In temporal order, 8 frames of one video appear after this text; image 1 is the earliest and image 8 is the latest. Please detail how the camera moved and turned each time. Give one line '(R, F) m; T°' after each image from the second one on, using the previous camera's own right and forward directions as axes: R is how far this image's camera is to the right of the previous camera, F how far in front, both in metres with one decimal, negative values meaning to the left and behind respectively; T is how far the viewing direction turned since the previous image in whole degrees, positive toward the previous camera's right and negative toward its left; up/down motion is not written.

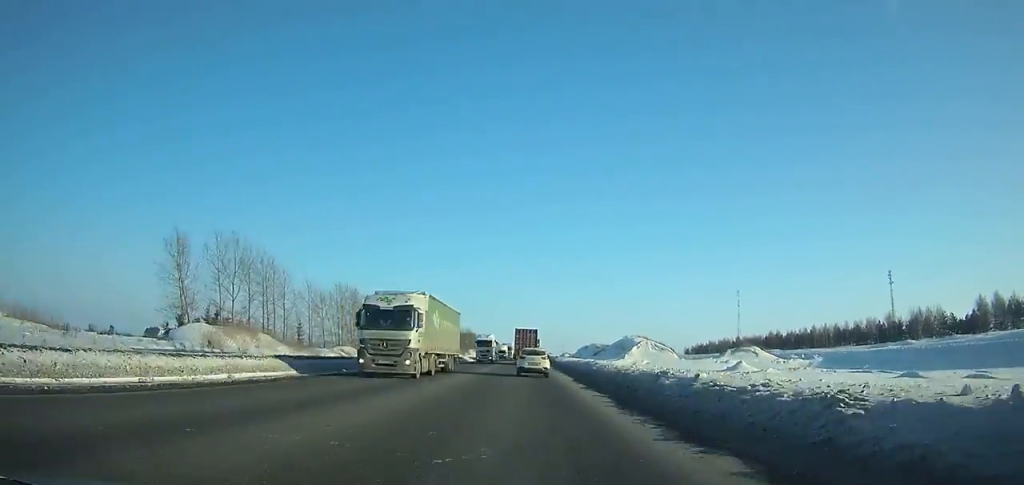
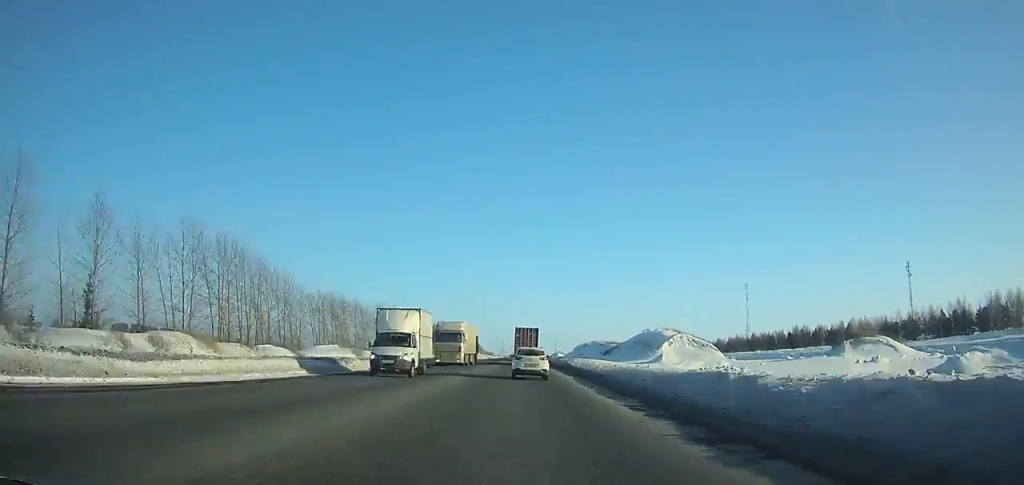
(+0.3, +46.9) m; +1°
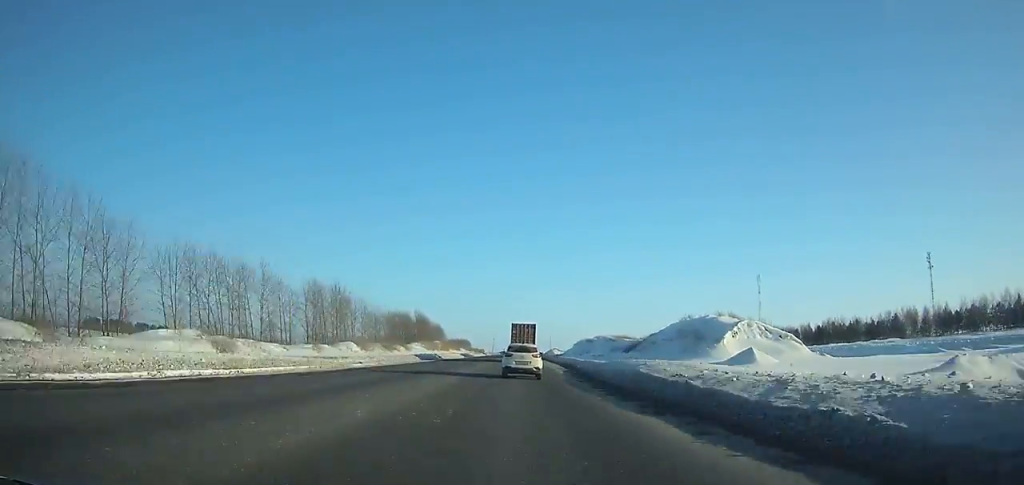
(+0.2, +40.3) m; +1°
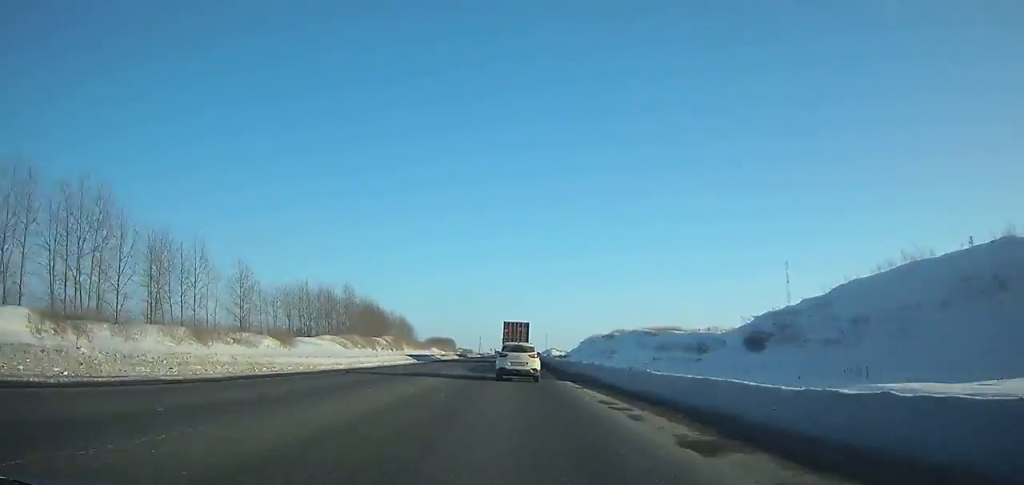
(+0.3, +62.3) m; 0°
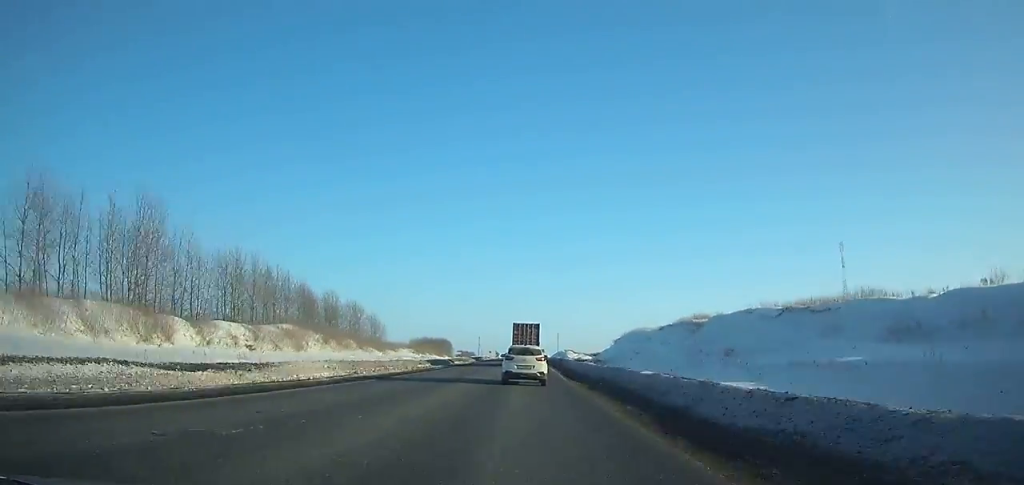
(+0.1, +64.5) m; +1°
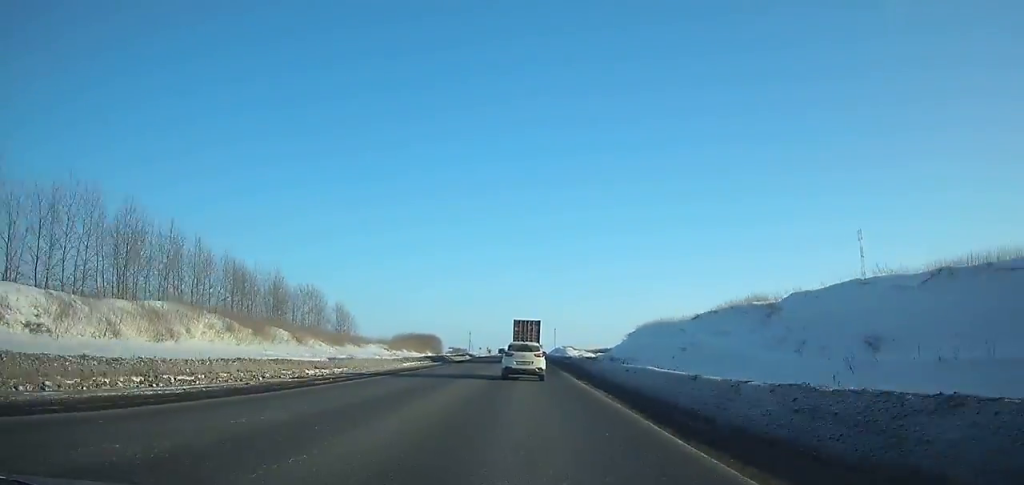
(+0.3, +25.4) m; 0°
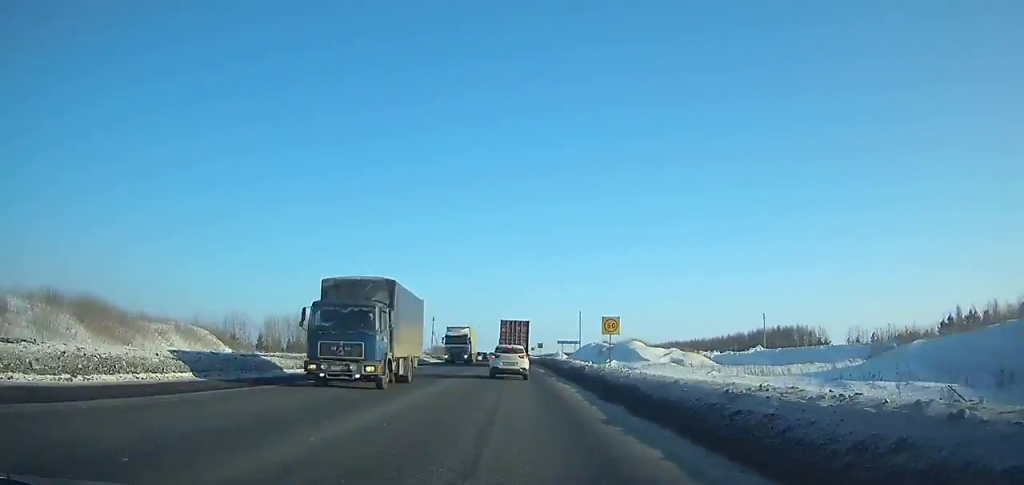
(-0.4, +130.3) m; -1°
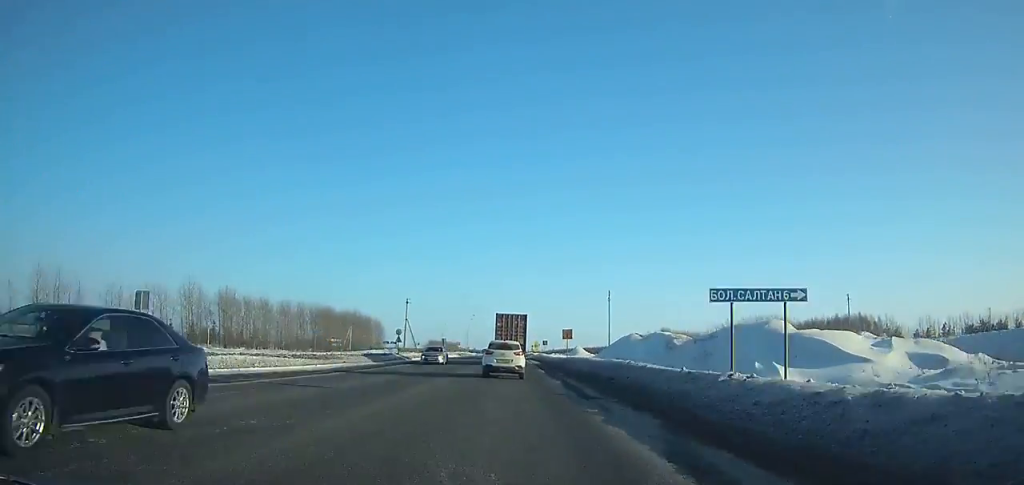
(-0.2, +48.3) m; -1°
